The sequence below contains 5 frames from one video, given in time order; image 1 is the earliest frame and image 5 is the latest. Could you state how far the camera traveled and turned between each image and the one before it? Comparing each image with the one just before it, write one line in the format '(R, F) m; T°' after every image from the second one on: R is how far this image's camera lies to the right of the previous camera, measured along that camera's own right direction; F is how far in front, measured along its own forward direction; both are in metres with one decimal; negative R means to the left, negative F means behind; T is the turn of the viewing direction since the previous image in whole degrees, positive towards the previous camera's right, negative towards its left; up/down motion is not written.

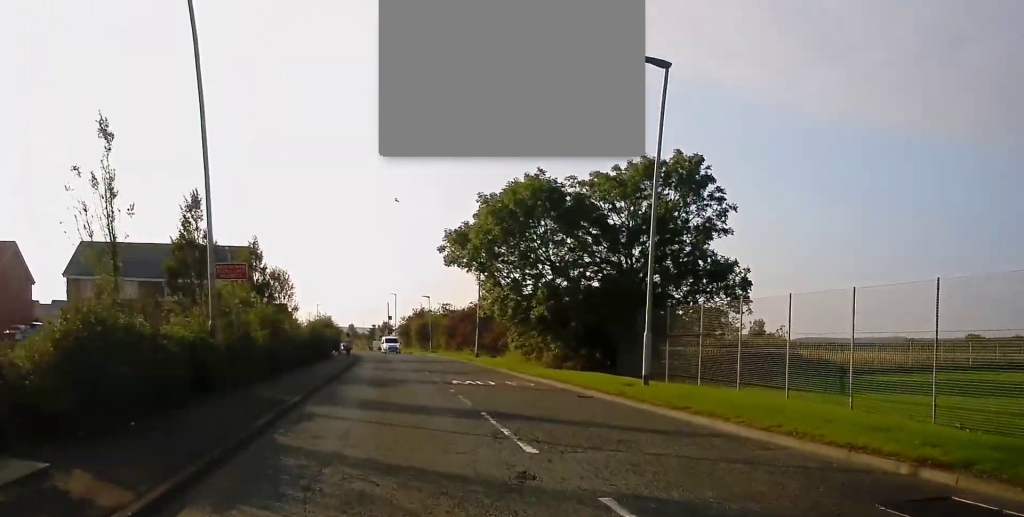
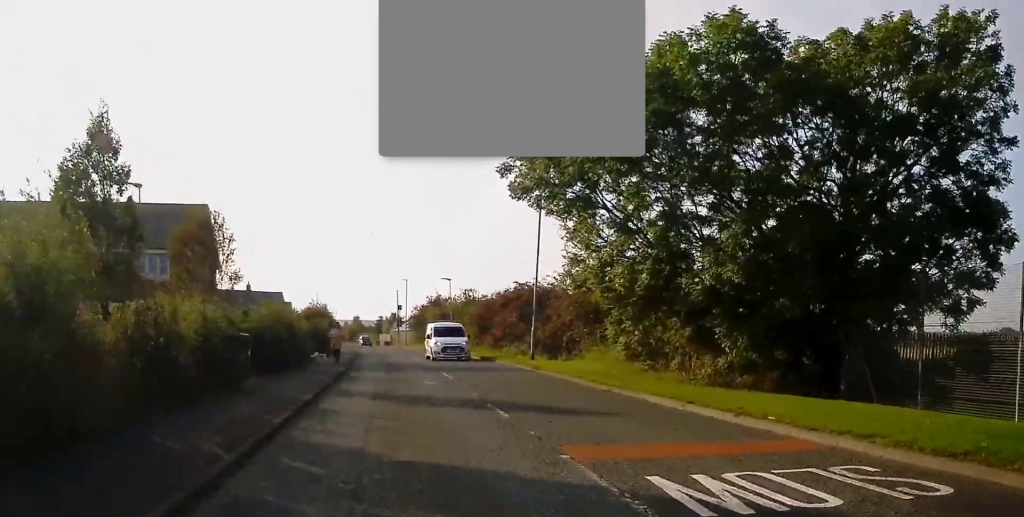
(+0.4, +17.1) m; 0°
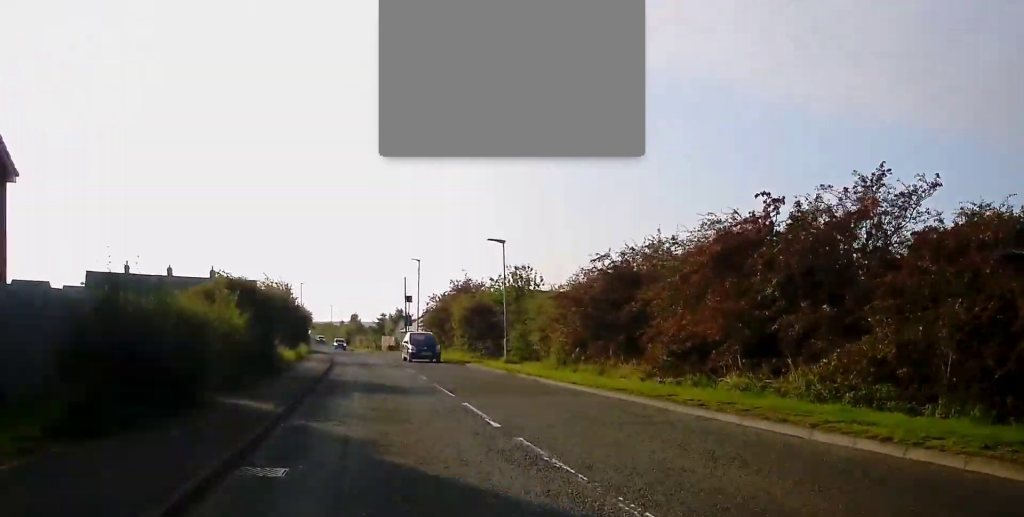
(-0.1, +28.7) m; -1°
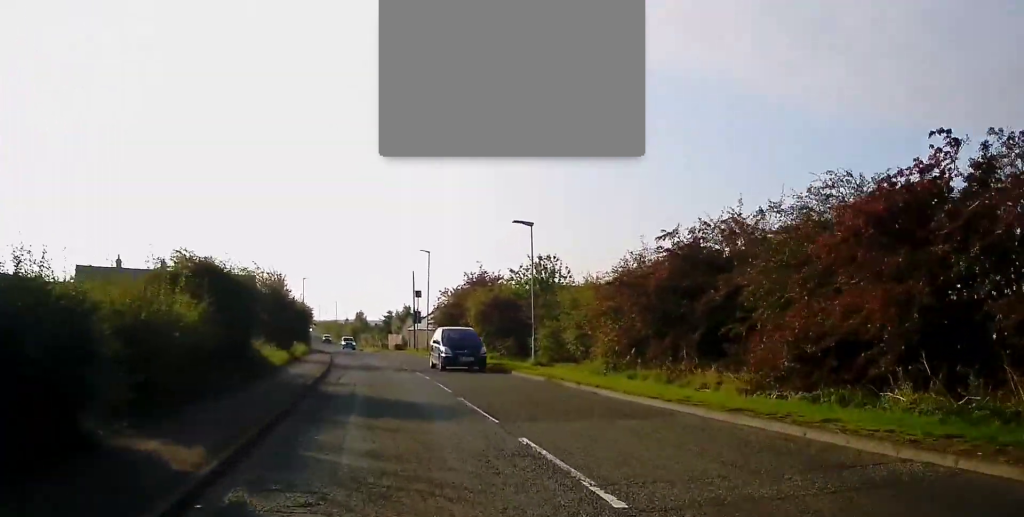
(+0.1, +5.3) m; -2°
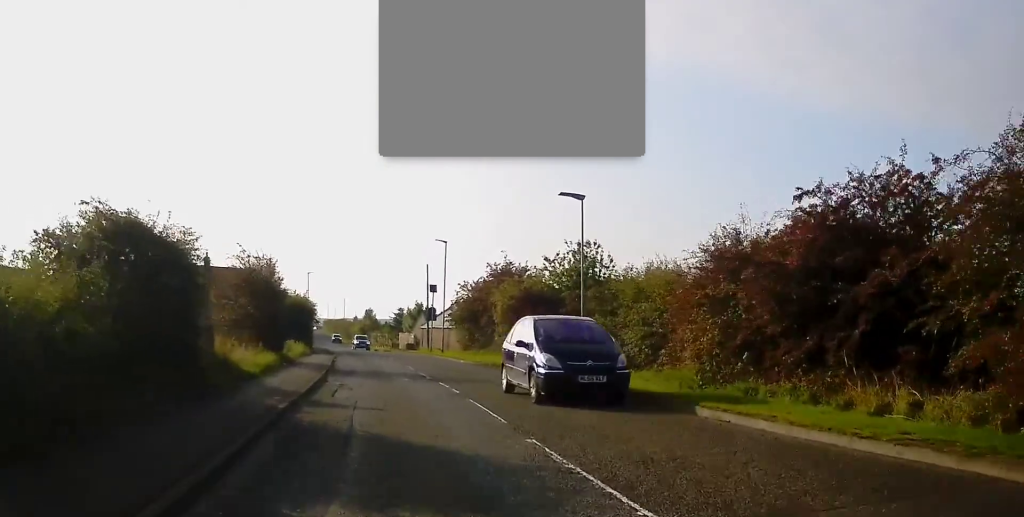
(-0.3, +6.4) m; 0°
